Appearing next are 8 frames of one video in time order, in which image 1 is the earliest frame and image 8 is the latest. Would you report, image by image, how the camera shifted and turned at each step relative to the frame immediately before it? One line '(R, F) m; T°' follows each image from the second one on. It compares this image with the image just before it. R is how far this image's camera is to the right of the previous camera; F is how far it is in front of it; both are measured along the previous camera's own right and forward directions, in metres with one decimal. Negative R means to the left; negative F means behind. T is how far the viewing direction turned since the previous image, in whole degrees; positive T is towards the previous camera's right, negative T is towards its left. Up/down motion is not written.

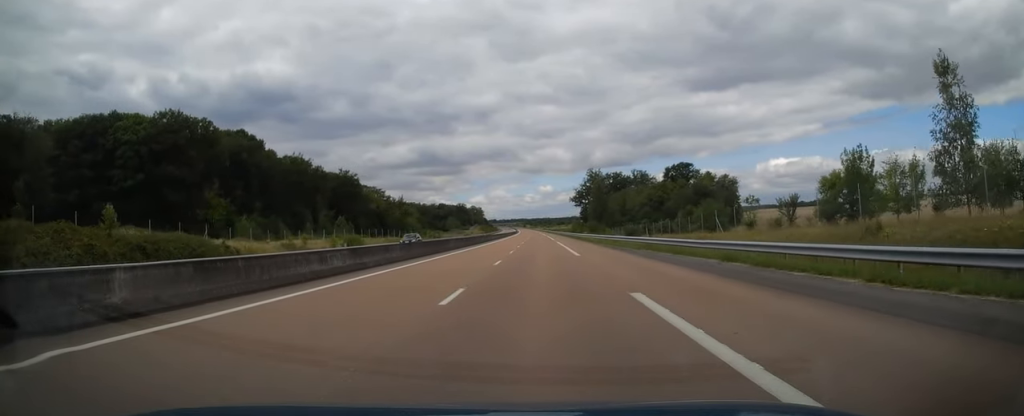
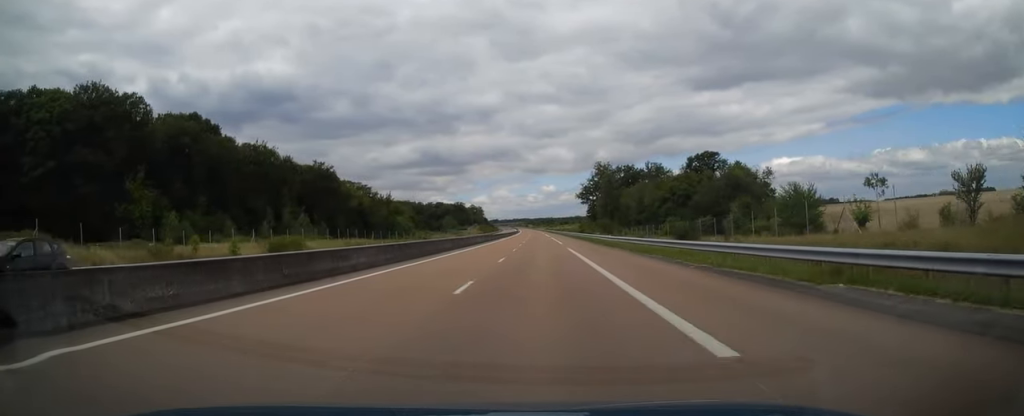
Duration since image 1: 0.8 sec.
(-0.3, +24.0) m; -1°
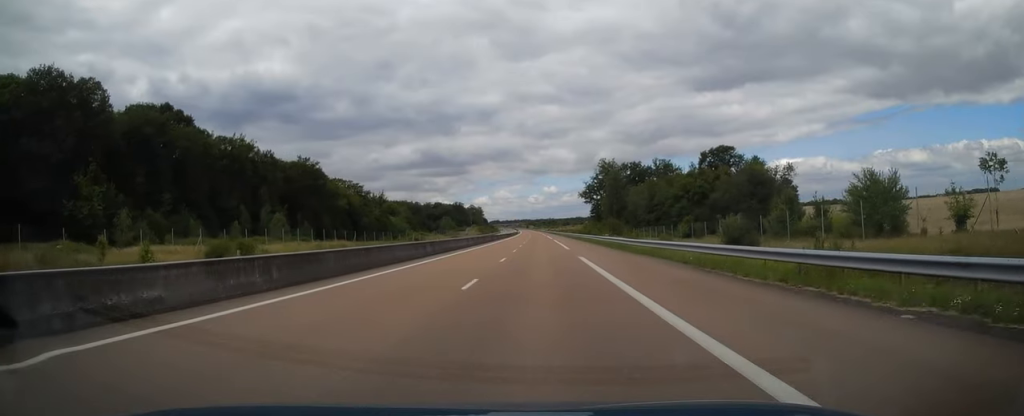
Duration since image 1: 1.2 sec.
(0.0, +11.7) m; 0°
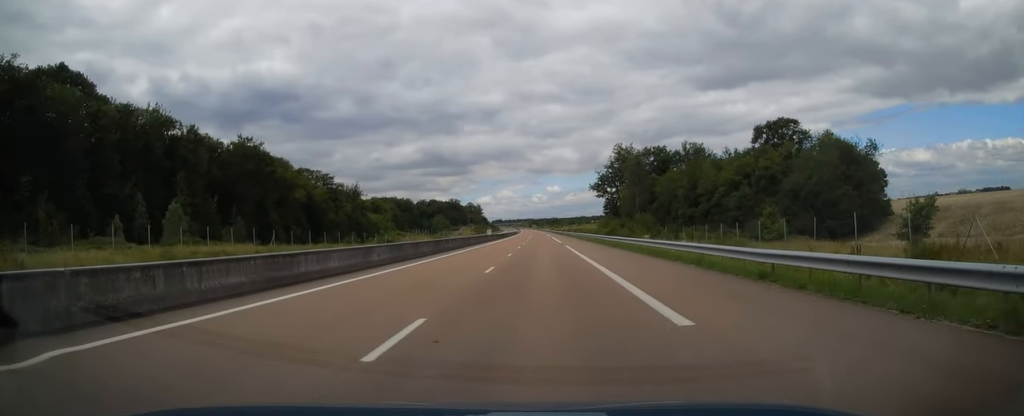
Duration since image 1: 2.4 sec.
(0.0, +33.8) m; 0°
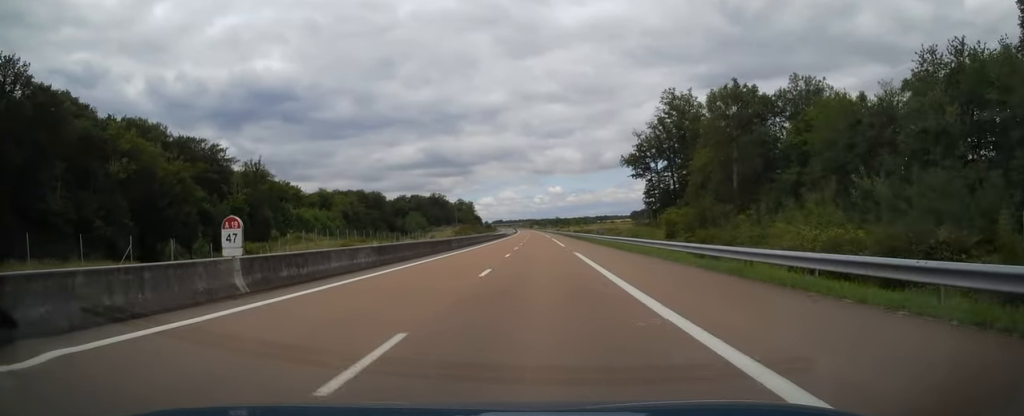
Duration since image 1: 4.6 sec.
(0.0, +65.9) m; -1°
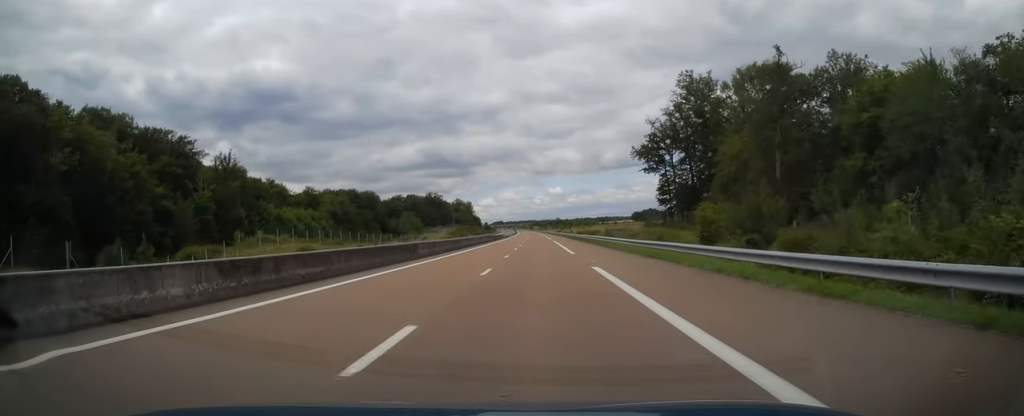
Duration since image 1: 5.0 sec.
(0.0, +12.2) m; 0°
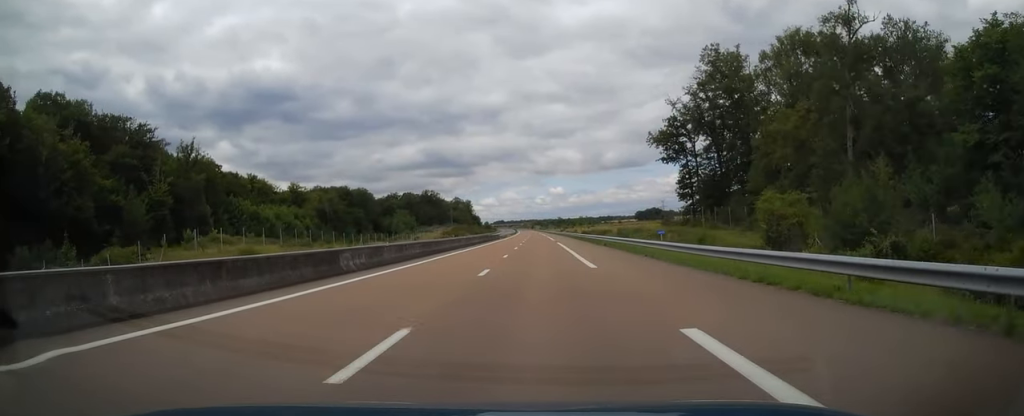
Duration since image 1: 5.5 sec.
(-0.1, +13.1) m; 0°
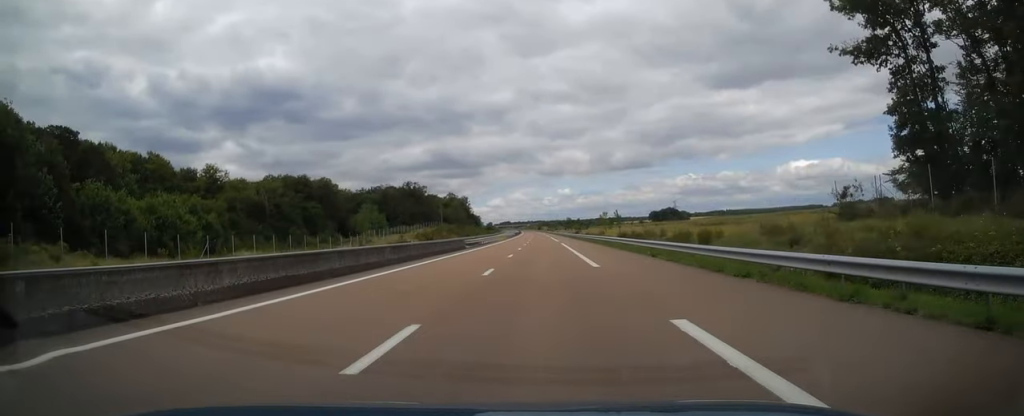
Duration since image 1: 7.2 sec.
(0.0, +51.1) m; 0°
